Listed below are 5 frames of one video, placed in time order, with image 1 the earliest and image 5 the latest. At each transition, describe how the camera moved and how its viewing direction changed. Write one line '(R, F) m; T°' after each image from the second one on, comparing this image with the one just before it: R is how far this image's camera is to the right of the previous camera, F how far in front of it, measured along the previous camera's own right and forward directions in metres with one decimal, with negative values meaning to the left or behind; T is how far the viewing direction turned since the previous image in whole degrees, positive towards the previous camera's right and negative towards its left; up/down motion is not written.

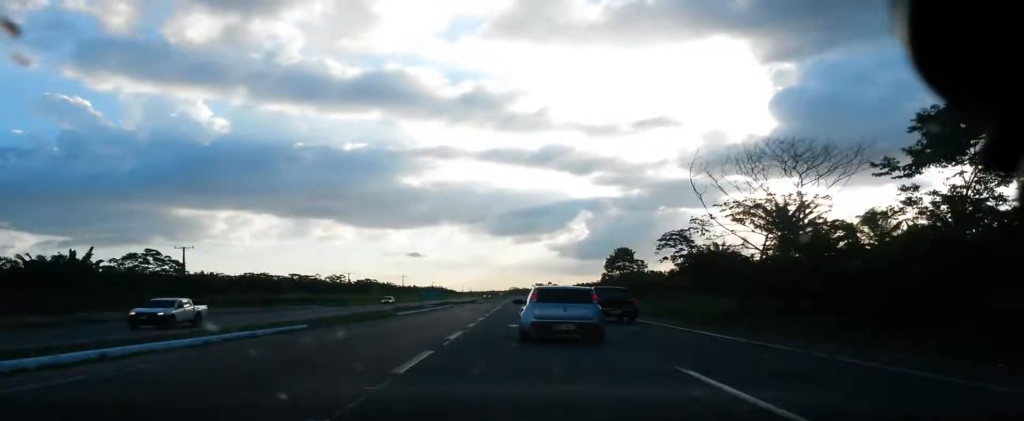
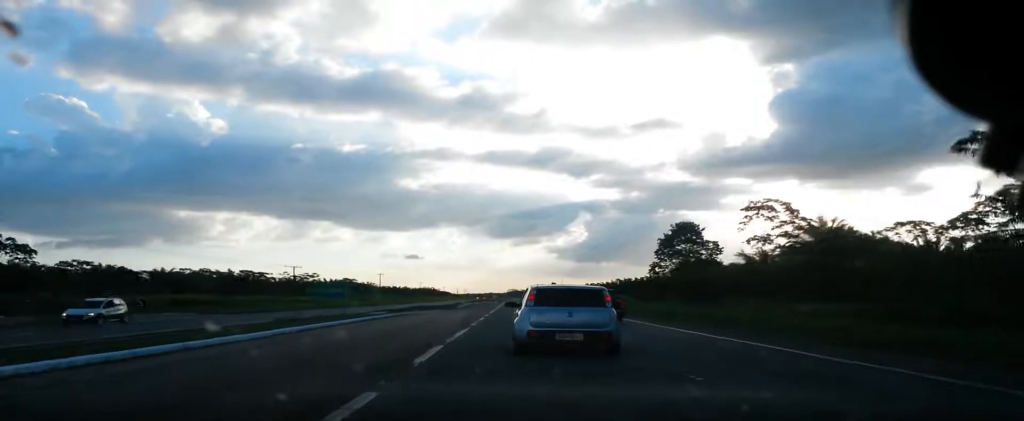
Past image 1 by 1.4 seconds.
(-2.1, +45.4) m; -3°
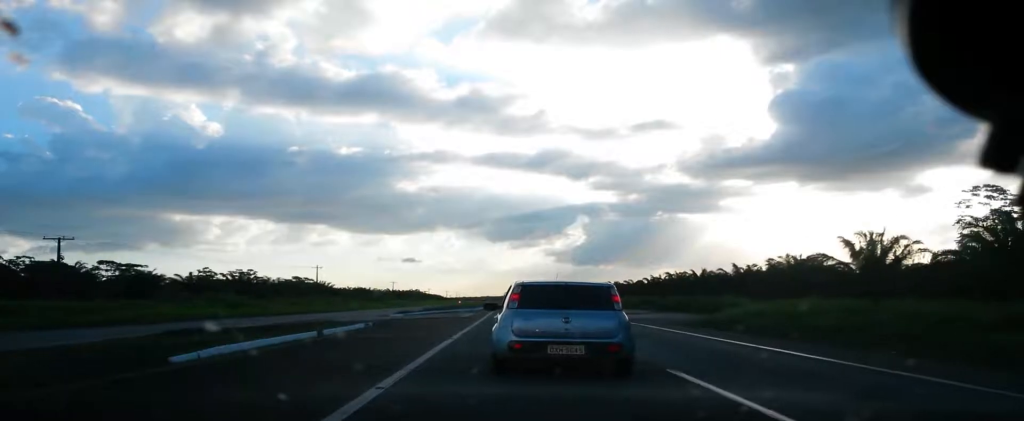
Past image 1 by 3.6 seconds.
(0.0, +71.3) m; +1°
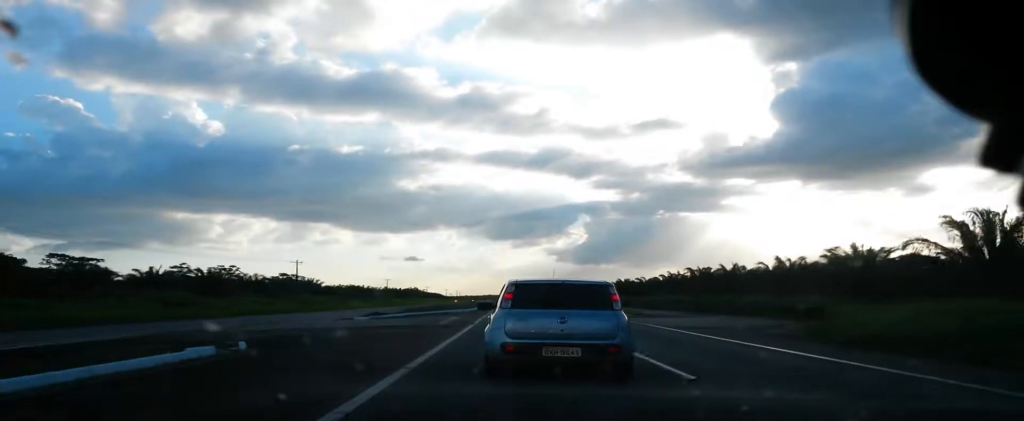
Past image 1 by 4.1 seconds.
(0.0, +15.8) m; +1°
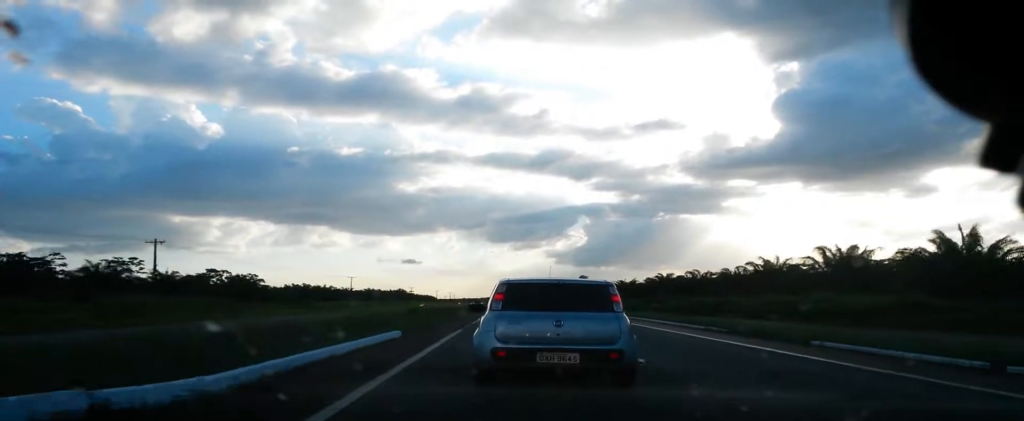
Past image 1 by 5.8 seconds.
(+0.9, +53.3) m; +1°
